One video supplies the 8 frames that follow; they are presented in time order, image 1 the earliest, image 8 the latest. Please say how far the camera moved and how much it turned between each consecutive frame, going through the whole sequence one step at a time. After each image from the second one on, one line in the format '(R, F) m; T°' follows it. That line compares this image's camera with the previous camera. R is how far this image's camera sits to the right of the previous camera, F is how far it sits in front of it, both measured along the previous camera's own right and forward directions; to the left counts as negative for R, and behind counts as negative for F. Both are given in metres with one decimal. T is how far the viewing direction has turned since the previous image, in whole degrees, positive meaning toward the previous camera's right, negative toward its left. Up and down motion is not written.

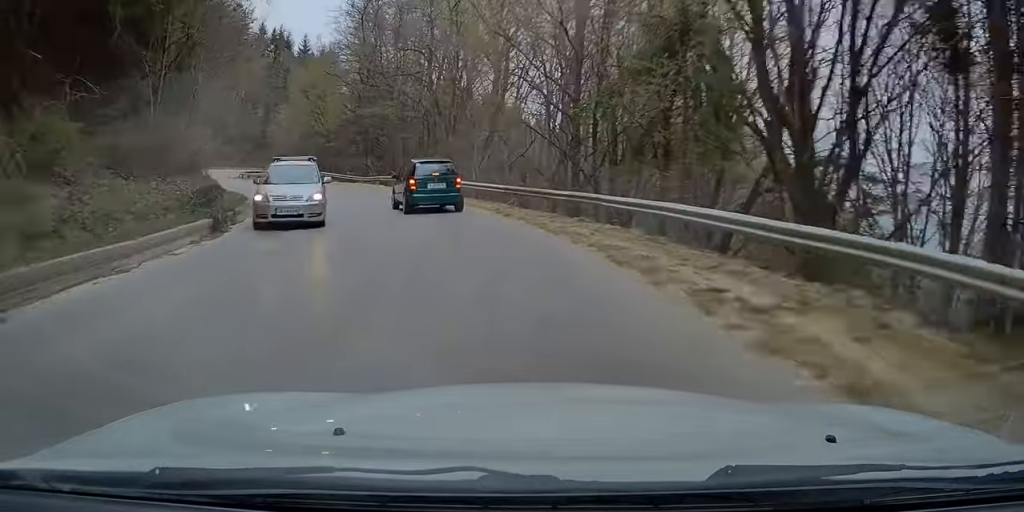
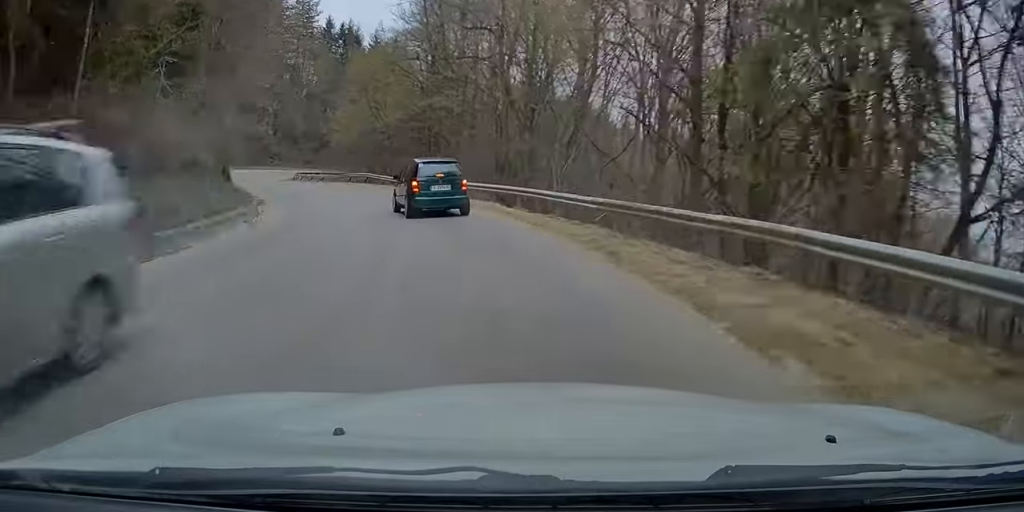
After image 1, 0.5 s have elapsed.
(-0.6, +7.2) m; -9°
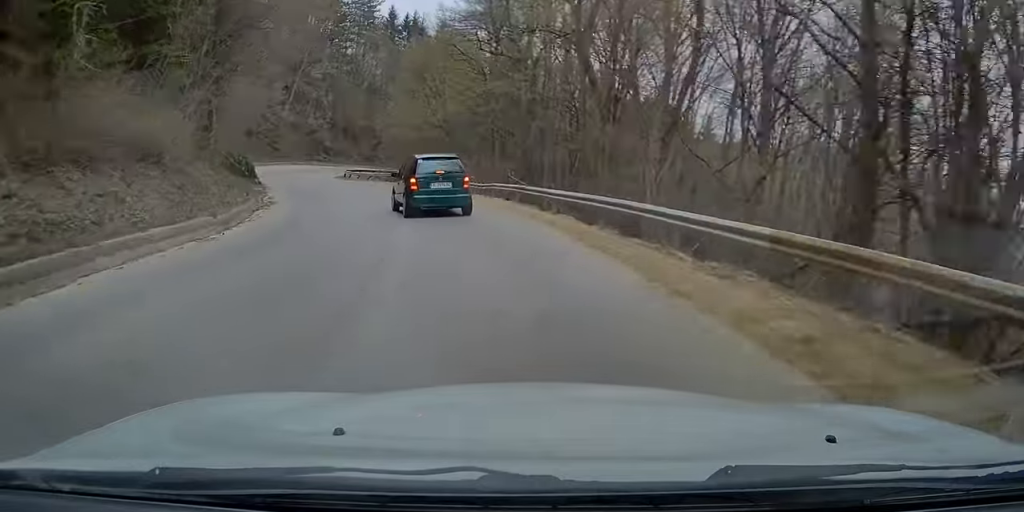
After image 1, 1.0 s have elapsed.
(-0.5, +6.2) m; -7°
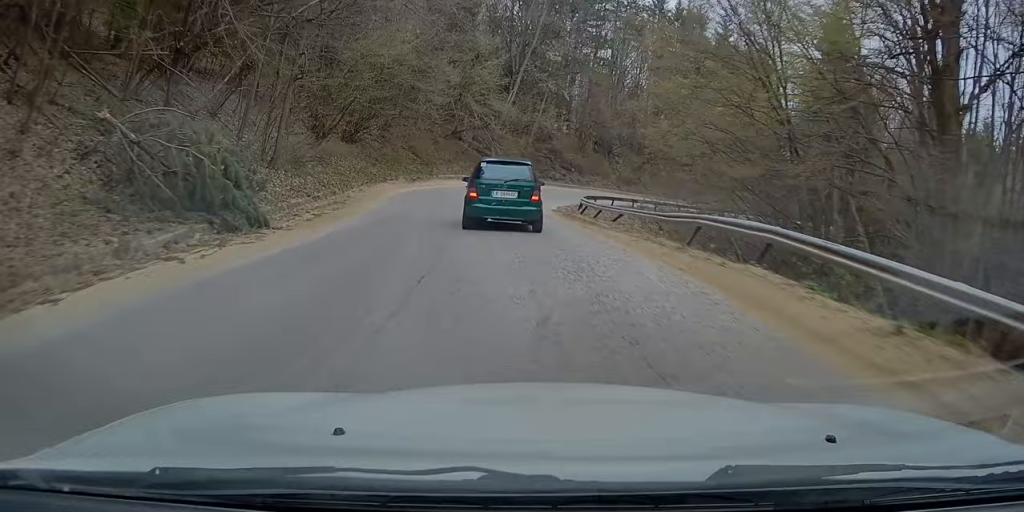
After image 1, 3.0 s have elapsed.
(-4.6, +25.2) m; -16°
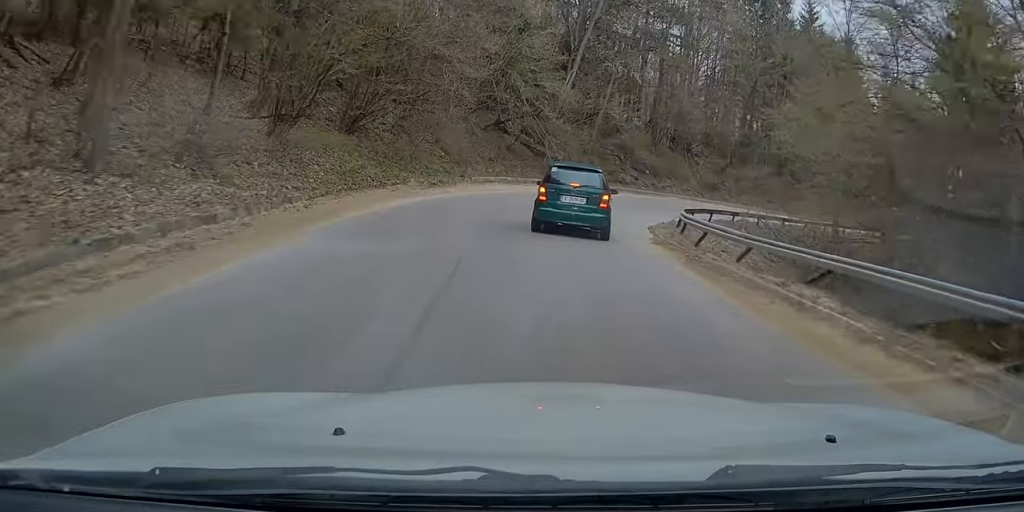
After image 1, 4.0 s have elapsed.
(-0.4, +11.6) m; -1°
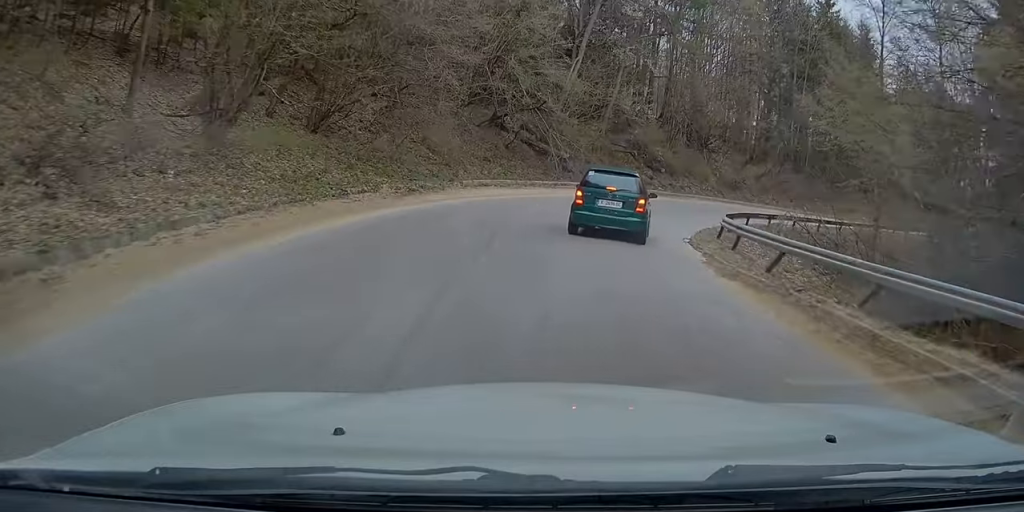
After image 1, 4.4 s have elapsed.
(-0.3, +4.7) m; +2°
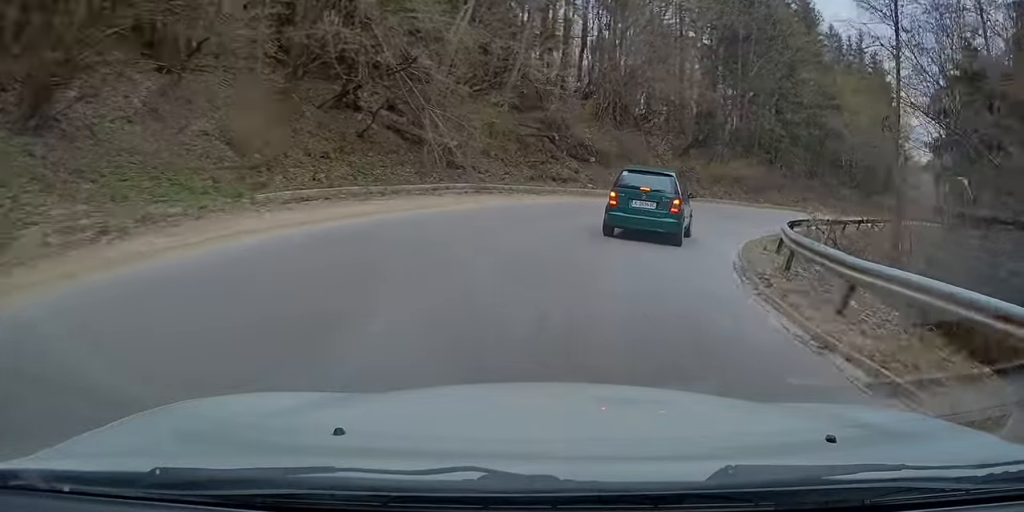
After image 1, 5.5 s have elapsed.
(+1.0, +11.3) m; +12°
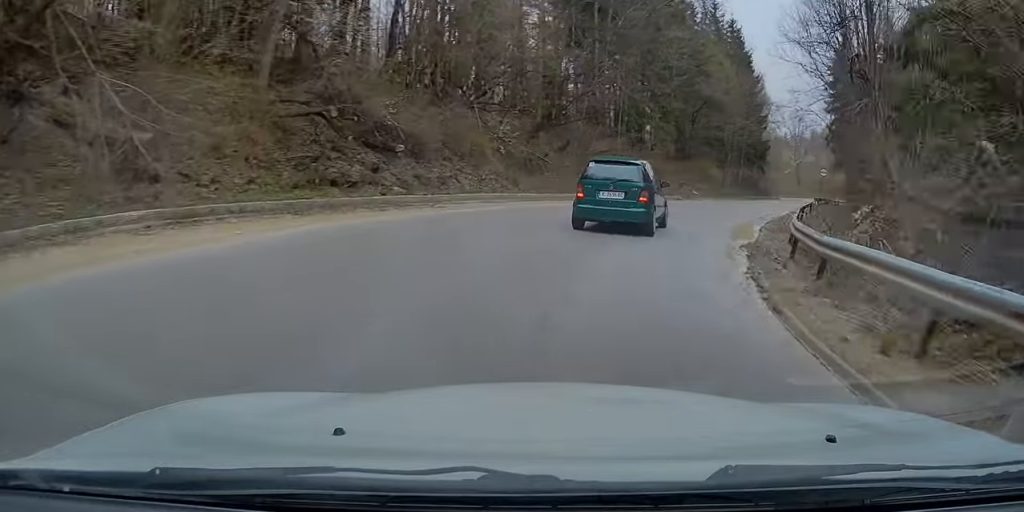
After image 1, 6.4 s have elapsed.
(+1.1, +10.2) m; +11°
